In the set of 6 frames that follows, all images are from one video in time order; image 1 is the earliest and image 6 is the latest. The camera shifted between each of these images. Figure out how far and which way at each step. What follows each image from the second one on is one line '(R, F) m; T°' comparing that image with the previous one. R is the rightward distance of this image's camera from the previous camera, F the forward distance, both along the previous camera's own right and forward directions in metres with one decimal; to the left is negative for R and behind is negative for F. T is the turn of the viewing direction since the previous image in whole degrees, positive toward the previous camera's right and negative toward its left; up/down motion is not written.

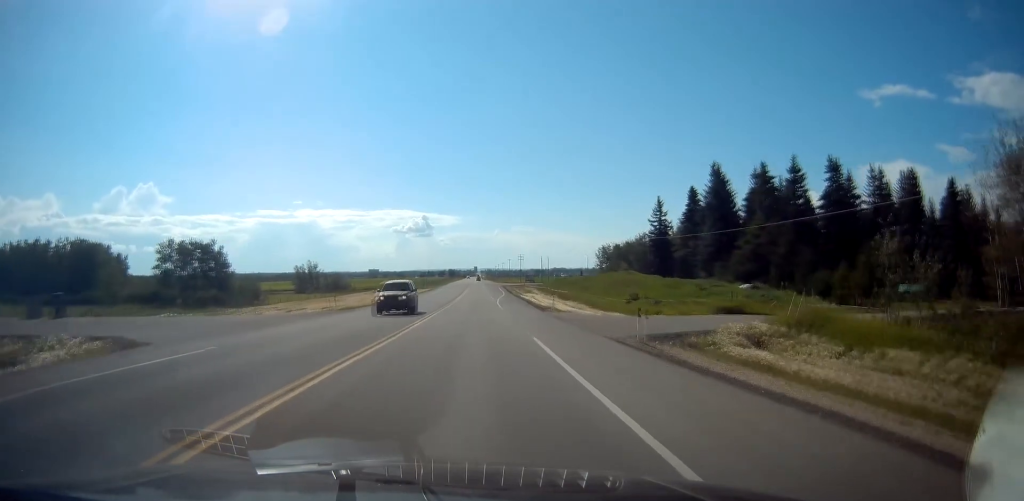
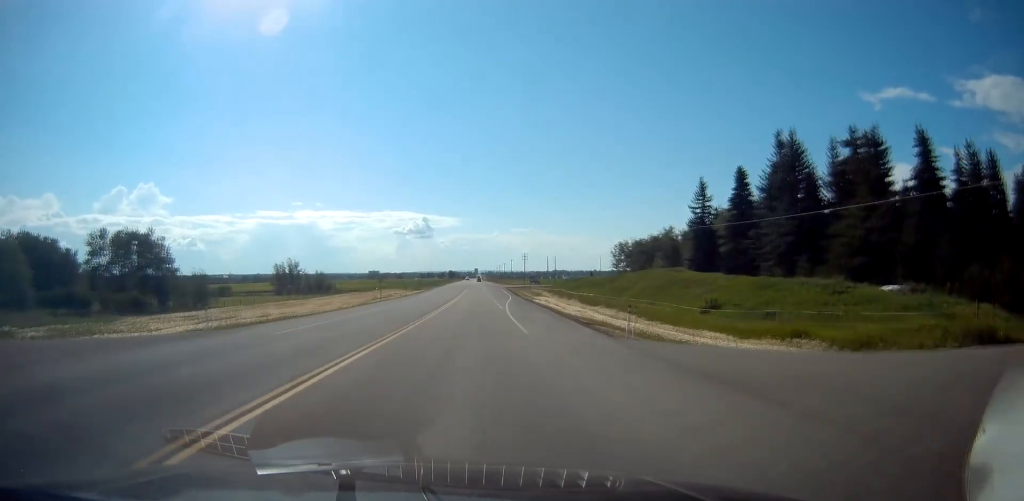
(0.0, +18.8) m; 0°
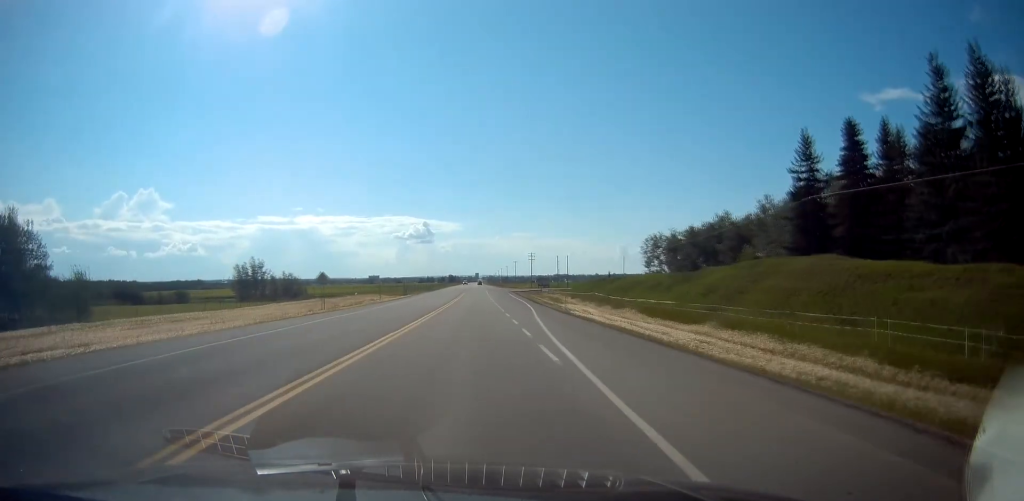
(0.0, +26.7) m; 0°
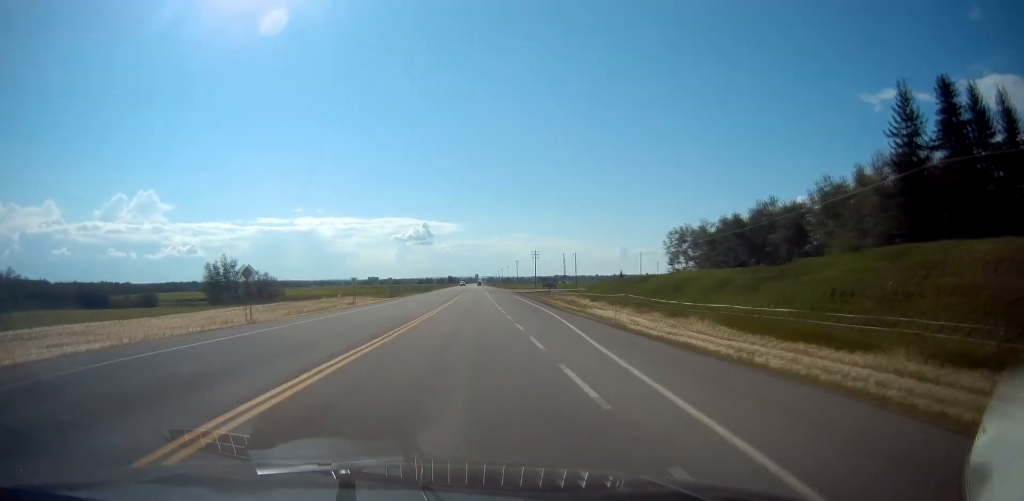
(0.0, +15.1) m; 0°
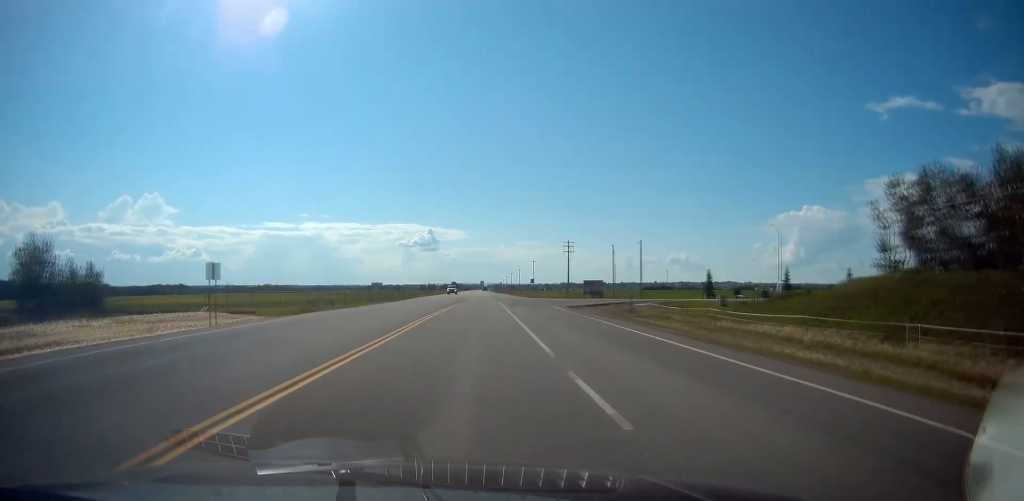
(0.0, +58.2) m; 0°
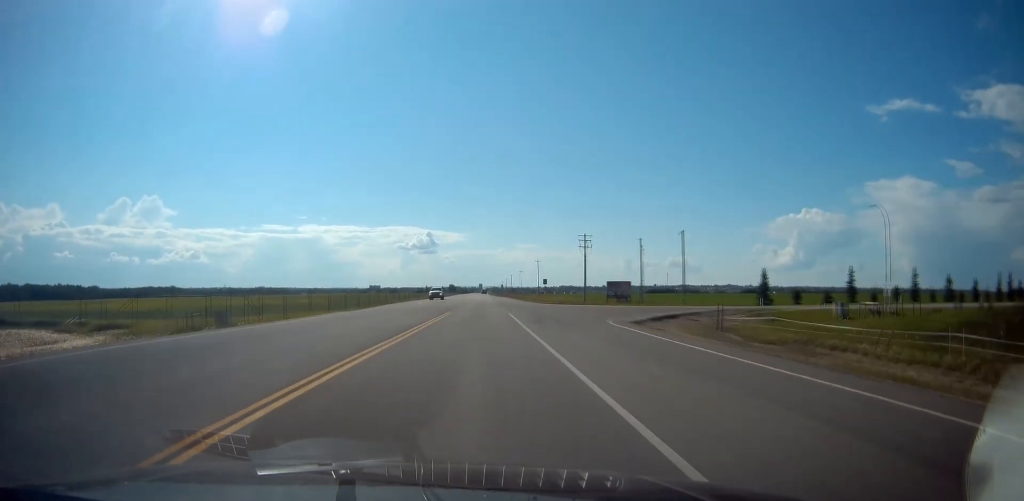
(0.0, +21.4) m; 0°
